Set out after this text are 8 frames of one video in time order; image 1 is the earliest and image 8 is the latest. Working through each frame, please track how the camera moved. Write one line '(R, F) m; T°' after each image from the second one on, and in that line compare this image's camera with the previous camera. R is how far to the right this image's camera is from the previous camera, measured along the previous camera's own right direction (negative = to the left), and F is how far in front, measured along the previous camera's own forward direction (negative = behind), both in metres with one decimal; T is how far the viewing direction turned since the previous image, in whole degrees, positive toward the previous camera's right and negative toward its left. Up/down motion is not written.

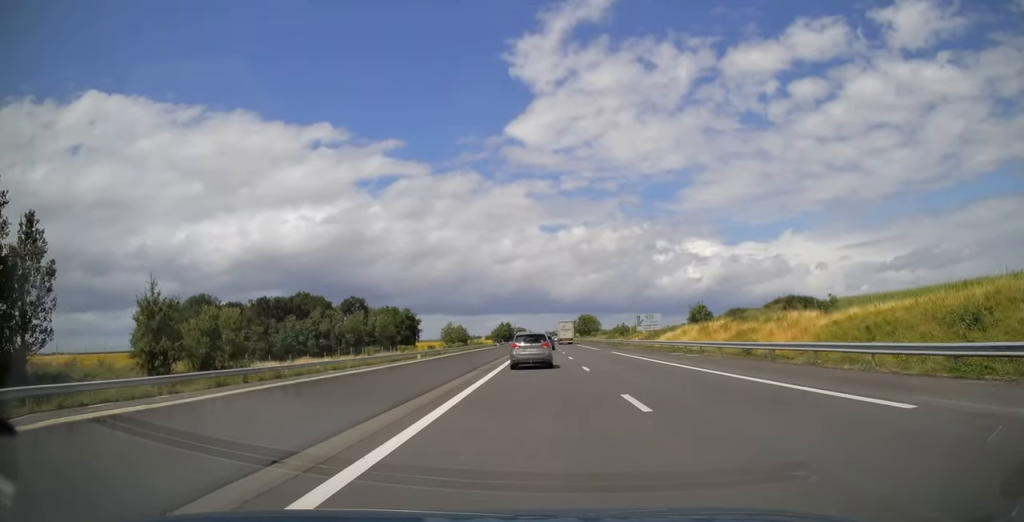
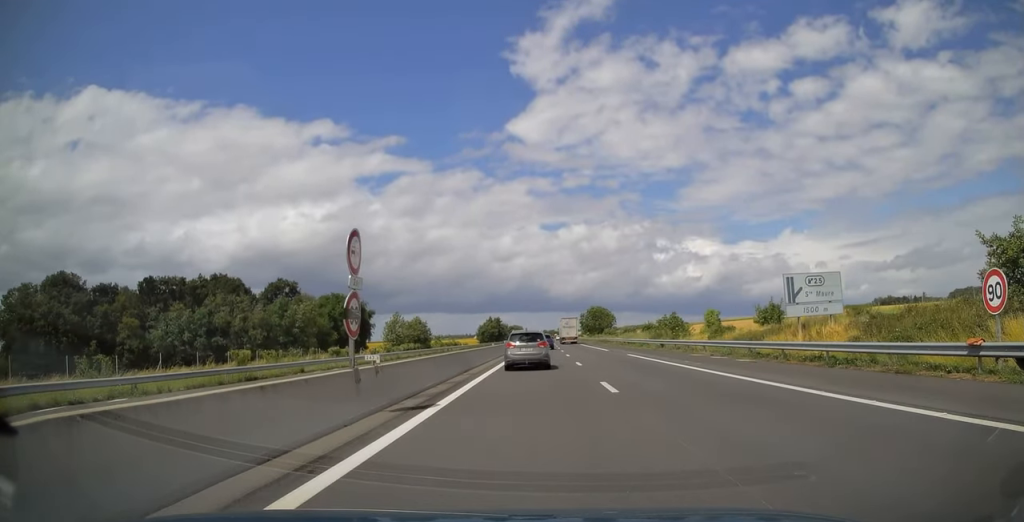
(+0.2, +61.9) m; 0°
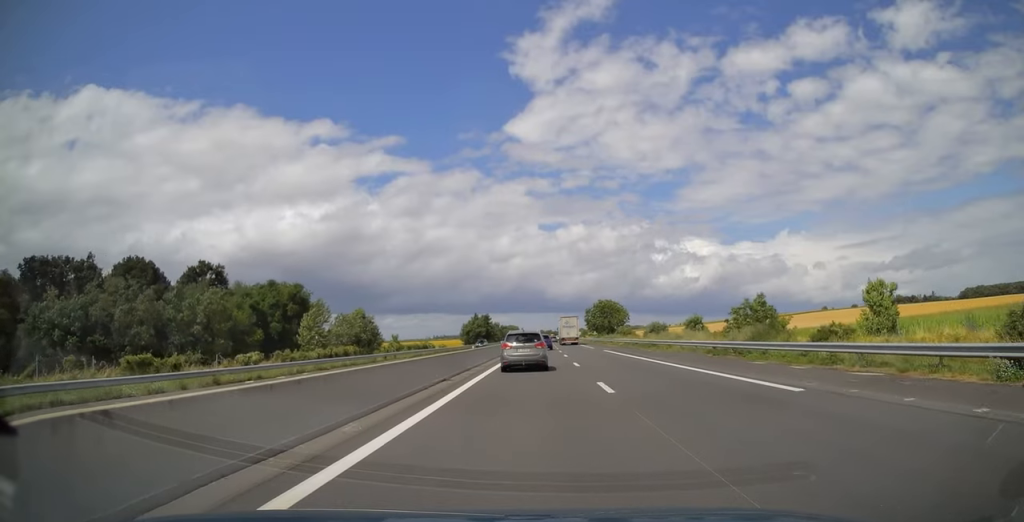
(+0.1, +39.3) m; 0°
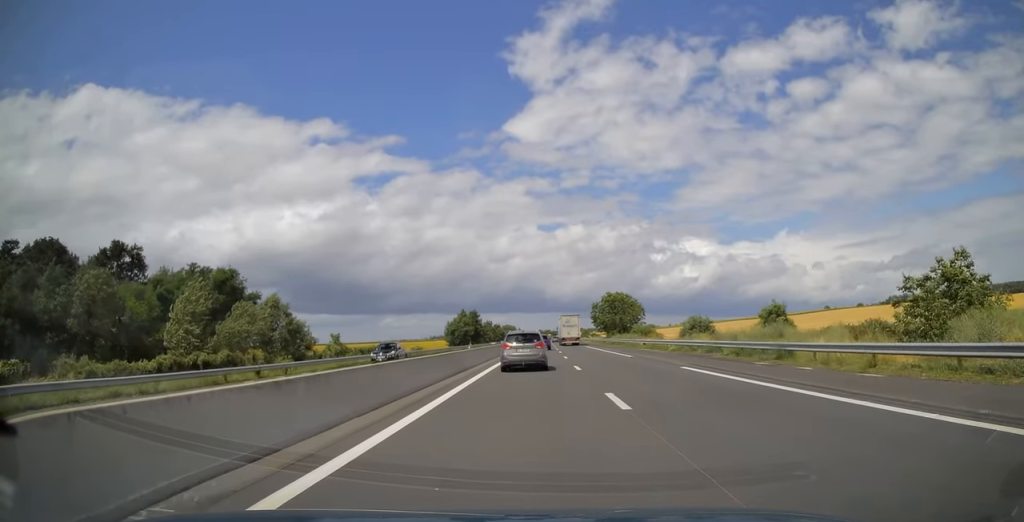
(0.0, +29.4) m; 0°
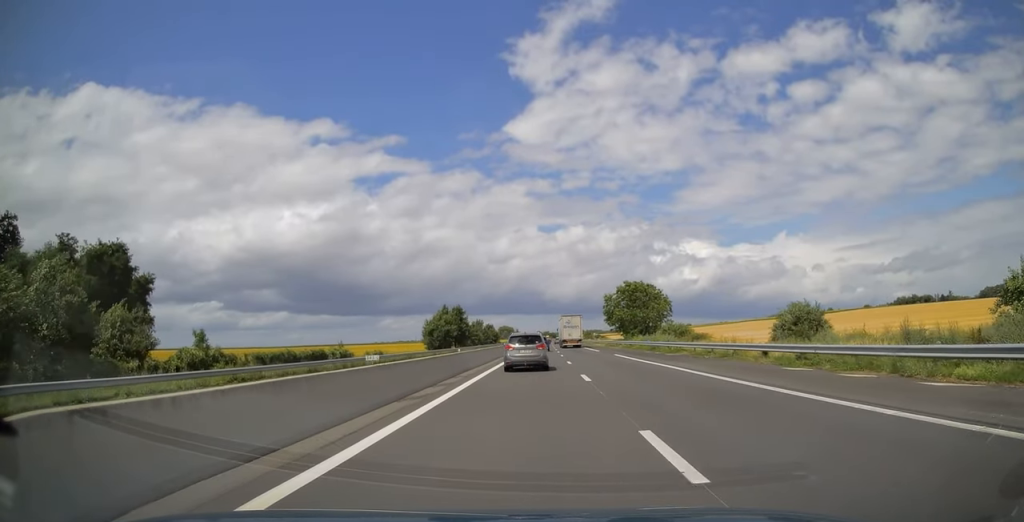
(+0.1, +31.5) m; 0°
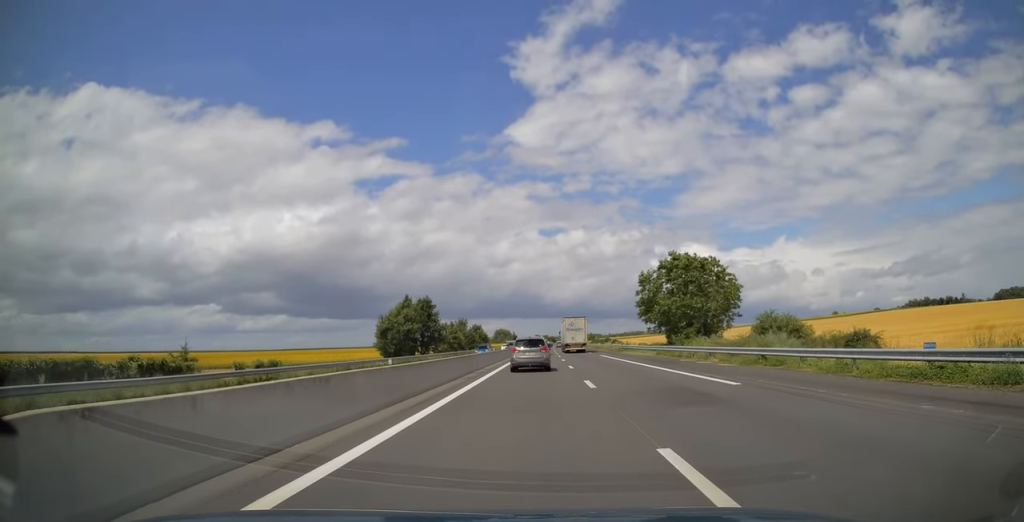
(0.0, +40.3) m; 0°
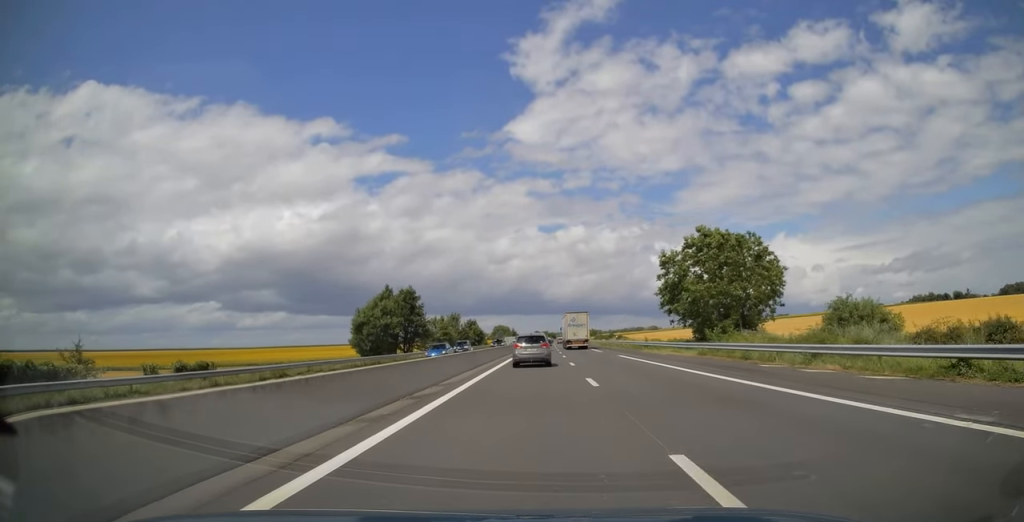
(0.0, +13.5) m; 0°
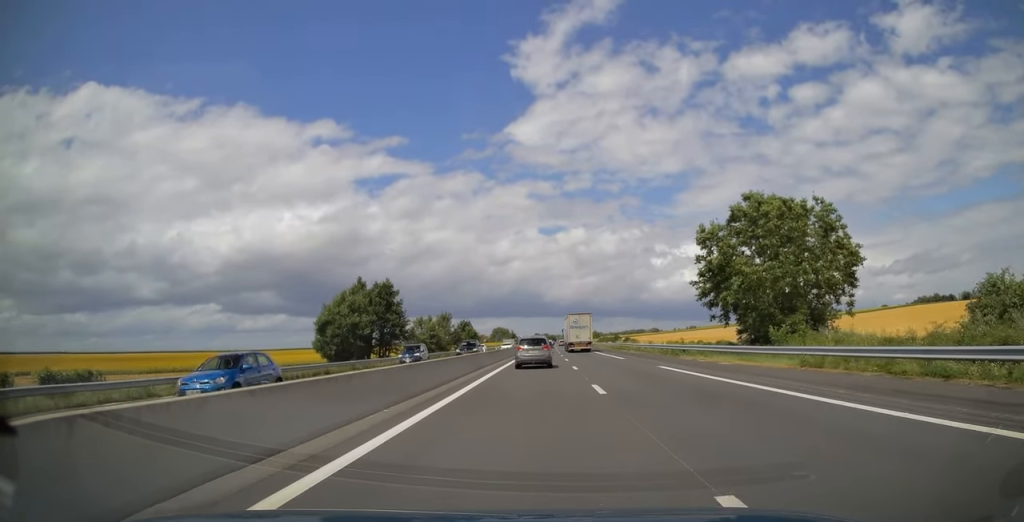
(0.0, +14.5) m; 0°
